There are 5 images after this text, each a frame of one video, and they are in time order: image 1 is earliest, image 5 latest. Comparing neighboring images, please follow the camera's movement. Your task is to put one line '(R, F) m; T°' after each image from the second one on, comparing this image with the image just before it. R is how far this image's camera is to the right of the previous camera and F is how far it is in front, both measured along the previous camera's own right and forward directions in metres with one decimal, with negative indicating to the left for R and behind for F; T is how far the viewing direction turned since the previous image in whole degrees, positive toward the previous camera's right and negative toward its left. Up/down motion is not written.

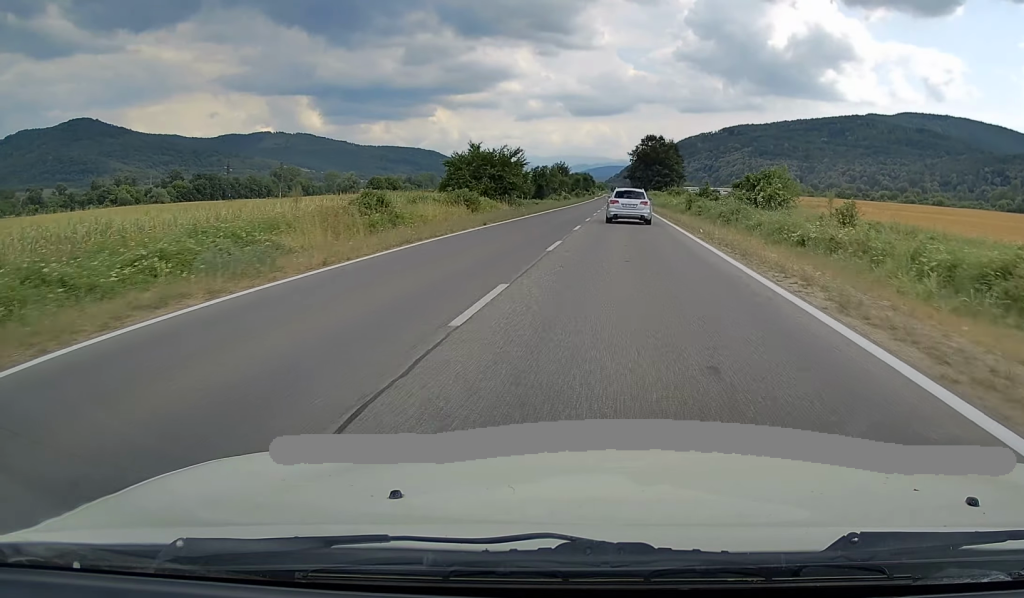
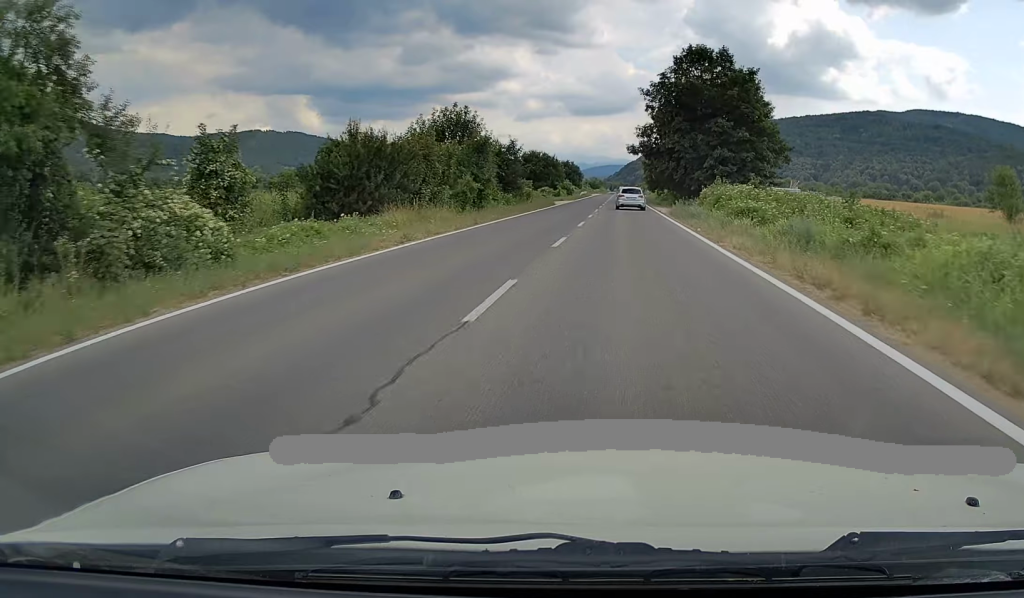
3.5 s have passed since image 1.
(+0.3, +99.0) m; 0°
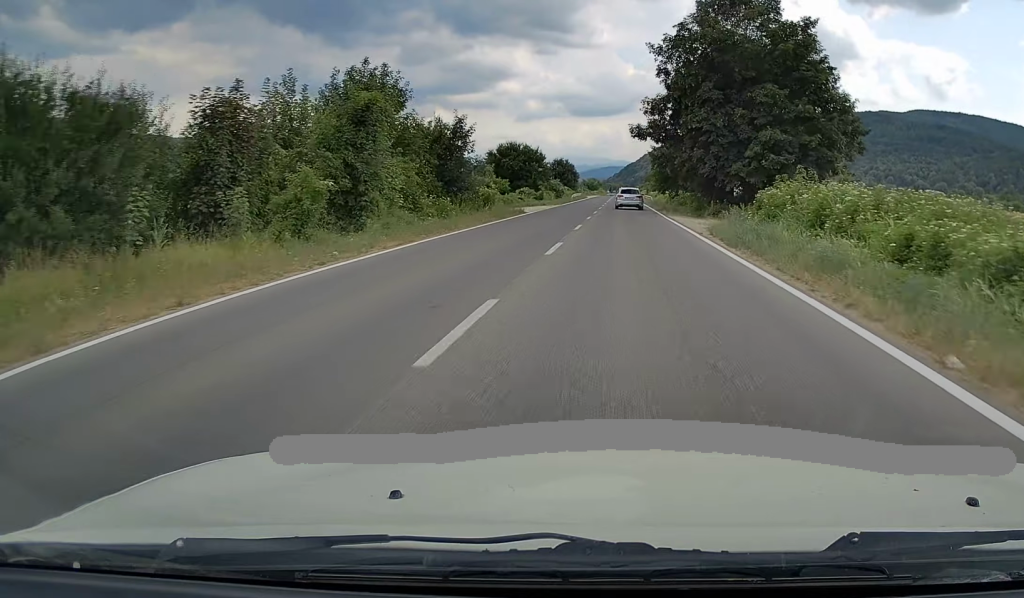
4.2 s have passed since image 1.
(+0.1, +19.9) m; 0°
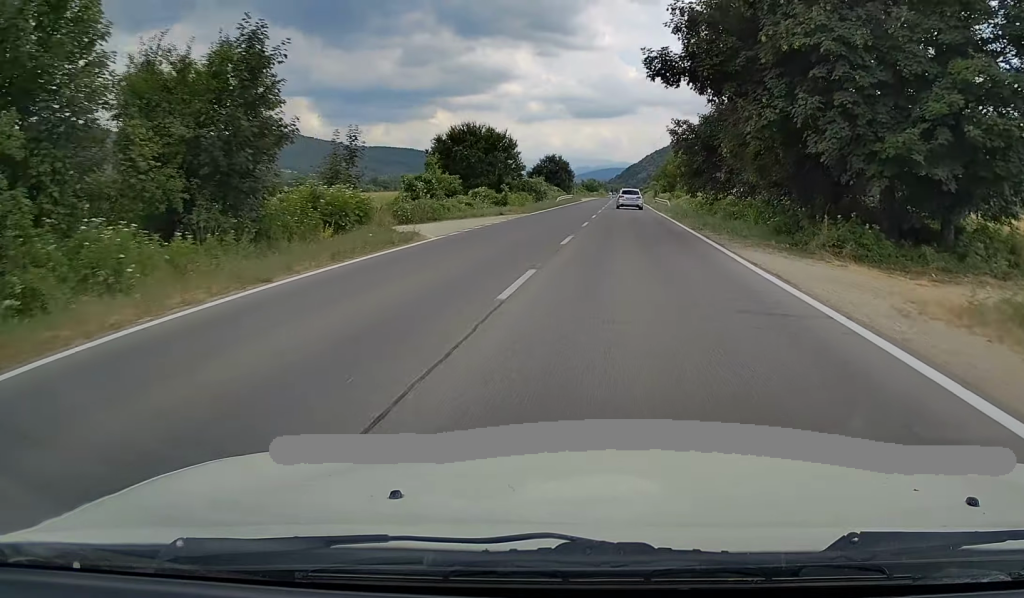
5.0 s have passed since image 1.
(0.0, +23.8) m; 0°
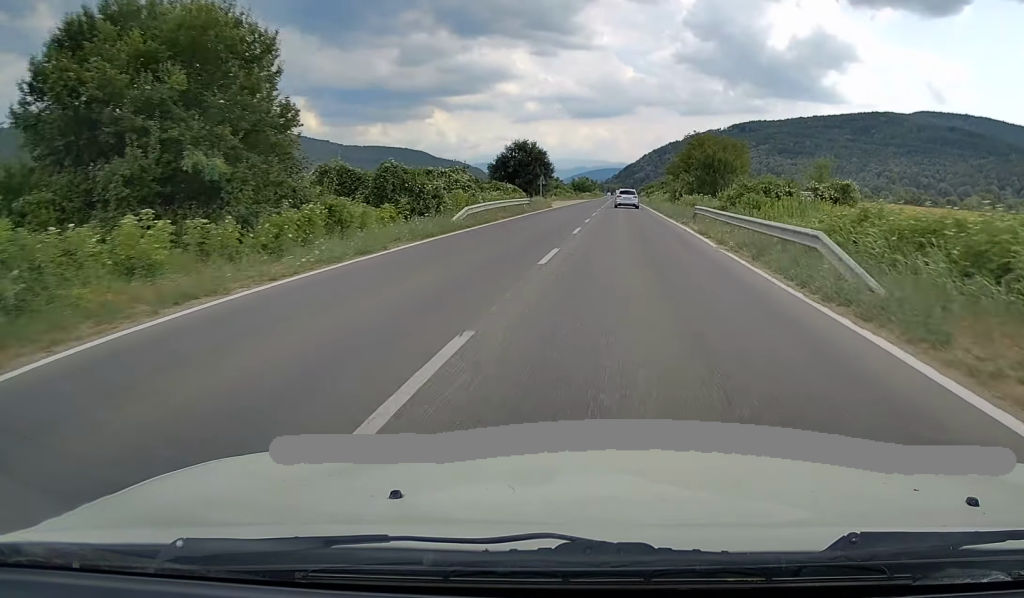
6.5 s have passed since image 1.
(-0.1, +41.1) m; 0°
